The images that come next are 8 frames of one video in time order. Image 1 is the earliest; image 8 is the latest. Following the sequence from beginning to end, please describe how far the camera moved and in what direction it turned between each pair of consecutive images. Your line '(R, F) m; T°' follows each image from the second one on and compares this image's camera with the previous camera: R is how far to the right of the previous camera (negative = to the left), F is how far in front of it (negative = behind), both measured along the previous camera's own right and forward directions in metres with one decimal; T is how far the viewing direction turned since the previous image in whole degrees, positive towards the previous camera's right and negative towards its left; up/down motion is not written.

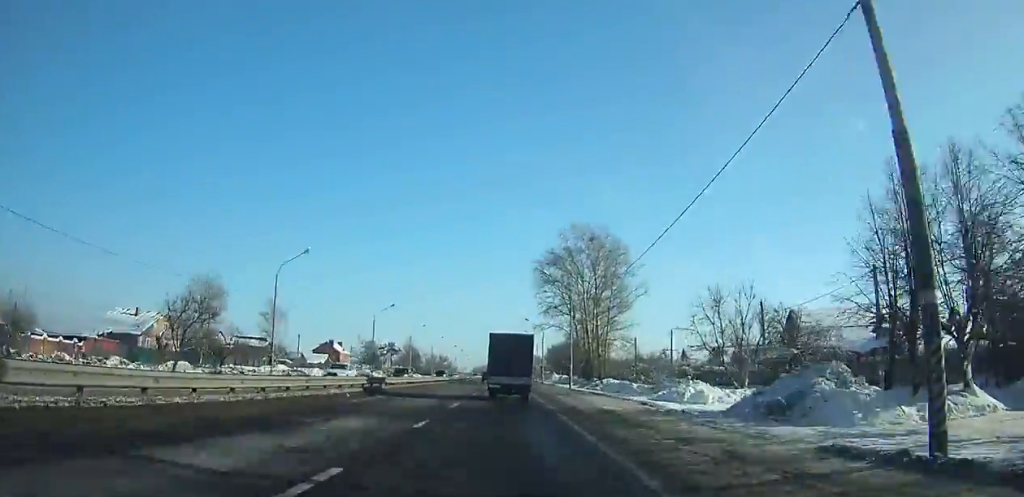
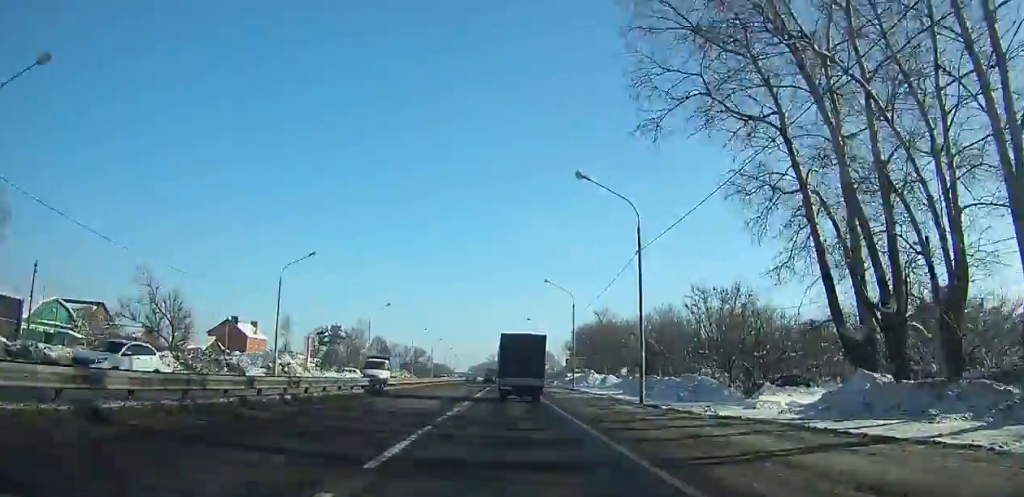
(0.0, +70.4) m; 0°
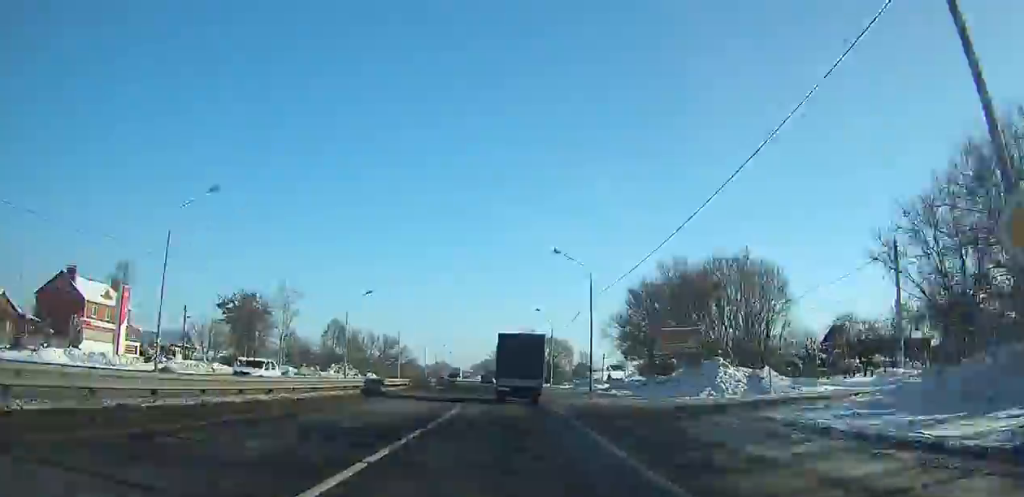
(0.0, +53.6) m; 0°
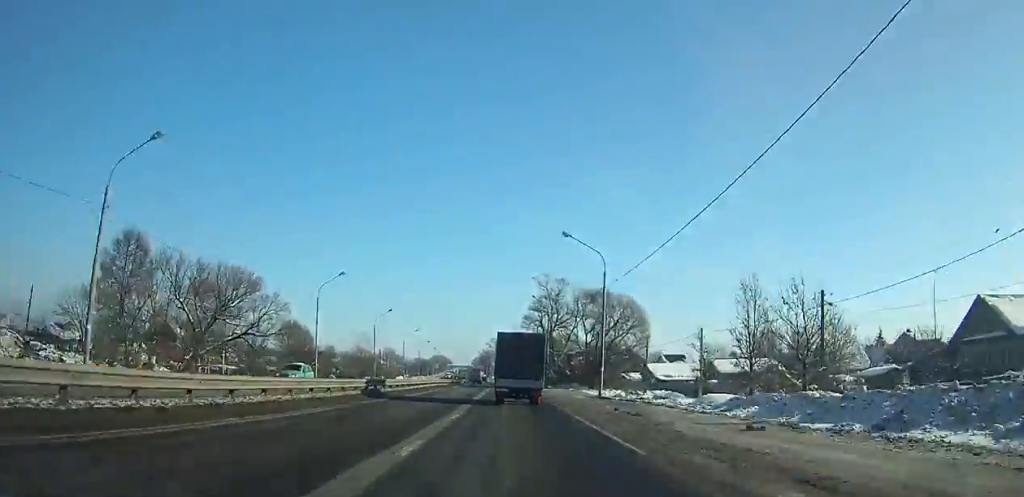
(-0.4, +85.6) m; -1°
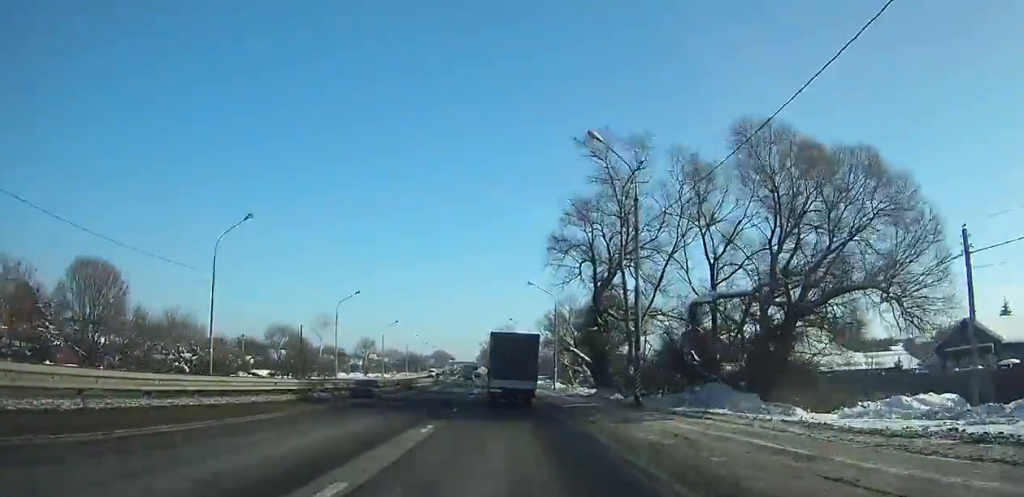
(-0.3, +53.0) m; -1°
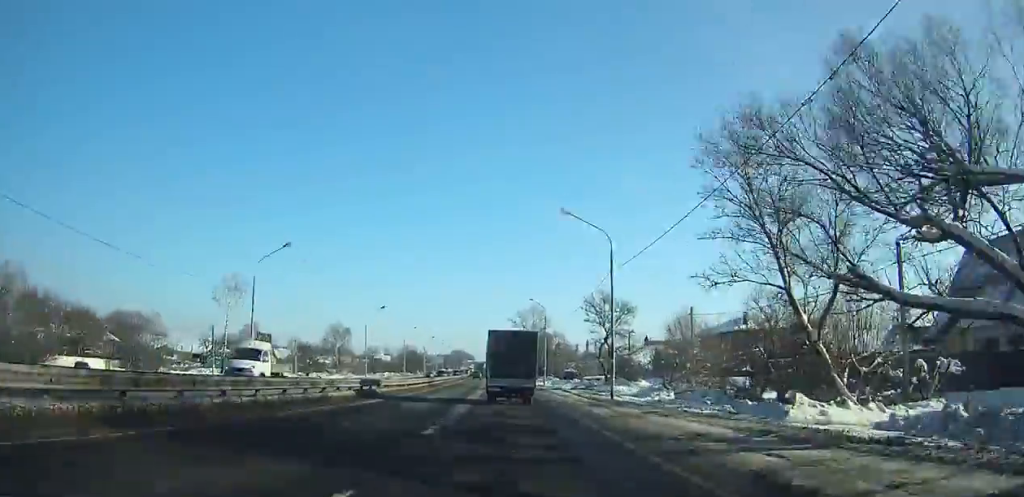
(-1.2, +64.8) m; -2°
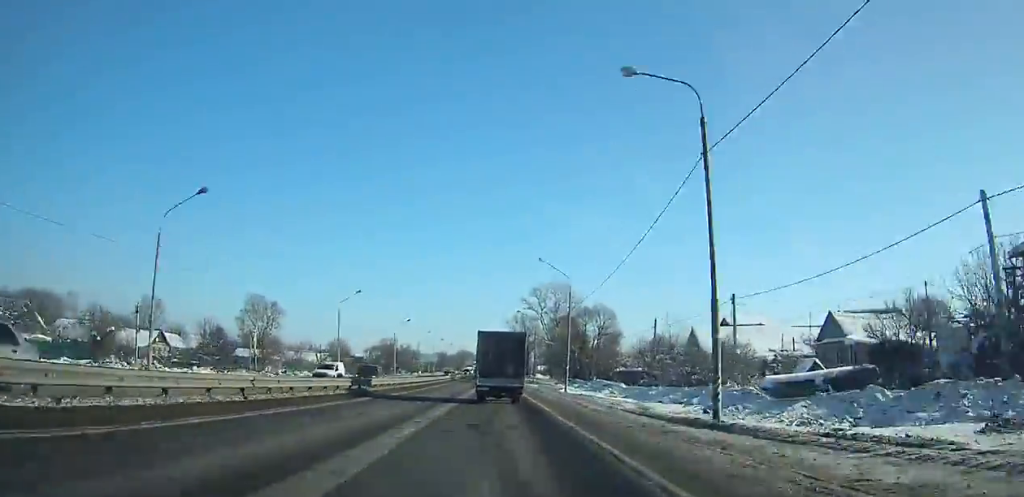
(-0.8, +59.3) m; -1°
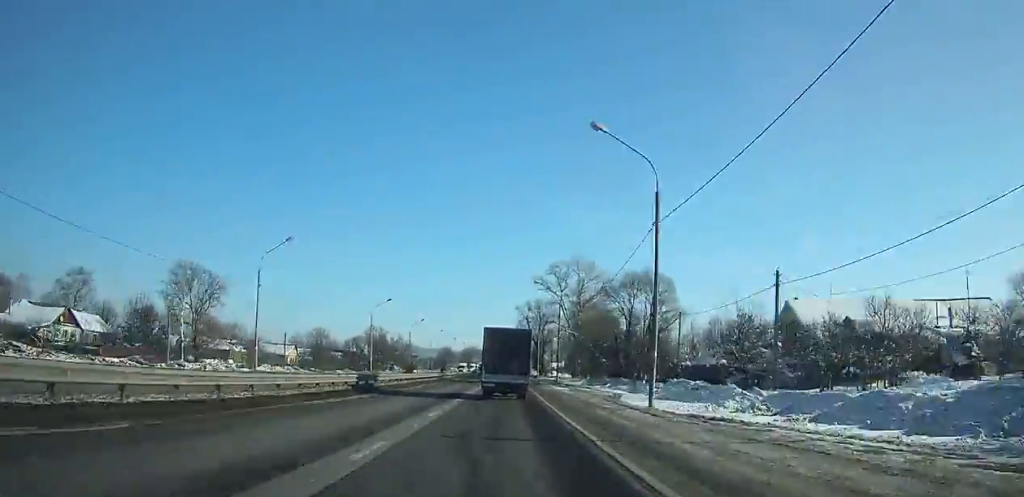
(-0.1, +27.9) m; 0°
